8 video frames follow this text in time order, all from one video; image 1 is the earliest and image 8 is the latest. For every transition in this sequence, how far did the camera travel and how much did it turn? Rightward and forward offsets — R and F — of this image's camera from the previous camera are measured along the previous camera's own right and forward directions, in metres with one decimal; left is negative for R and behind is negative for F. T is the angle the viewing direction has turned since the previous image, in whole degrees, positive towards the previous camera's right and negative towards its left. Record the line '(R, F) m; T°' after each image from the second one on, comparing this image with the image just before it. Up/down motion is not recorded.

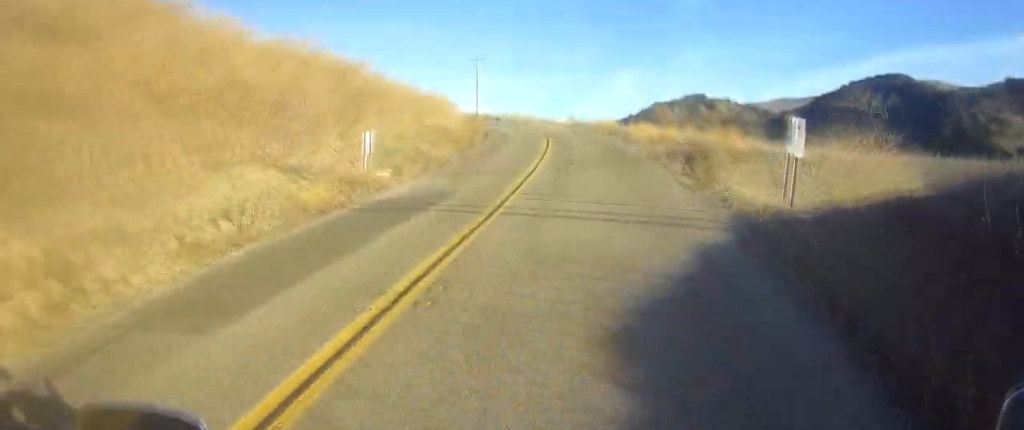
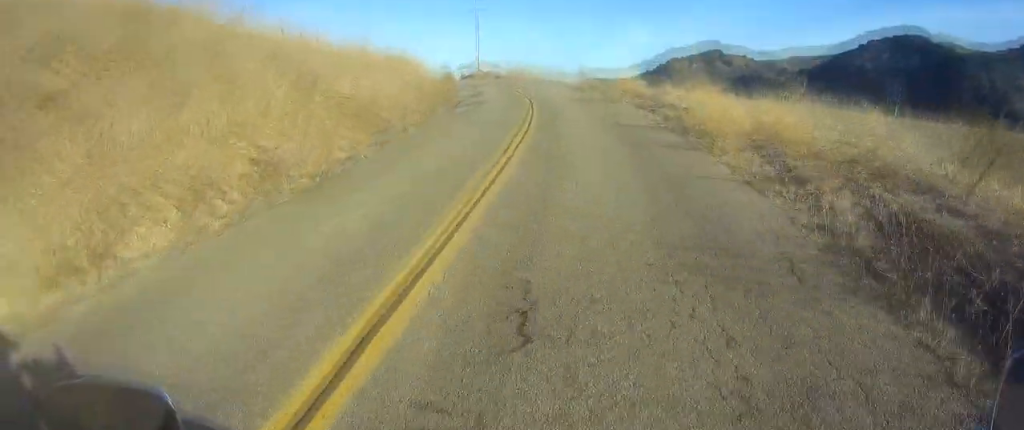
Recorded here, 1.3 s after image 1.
(0.0, +15.6) m; +1°
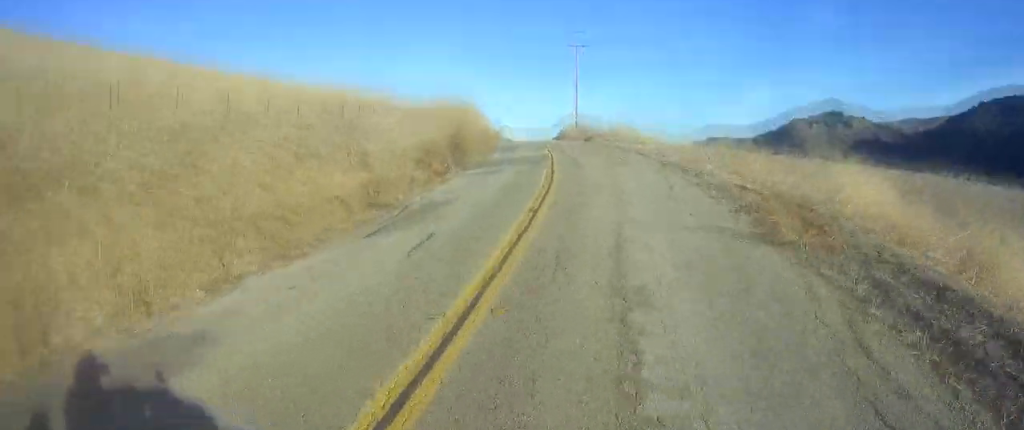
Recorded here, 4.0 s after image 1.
(-1.6, +29.6) m; -8°
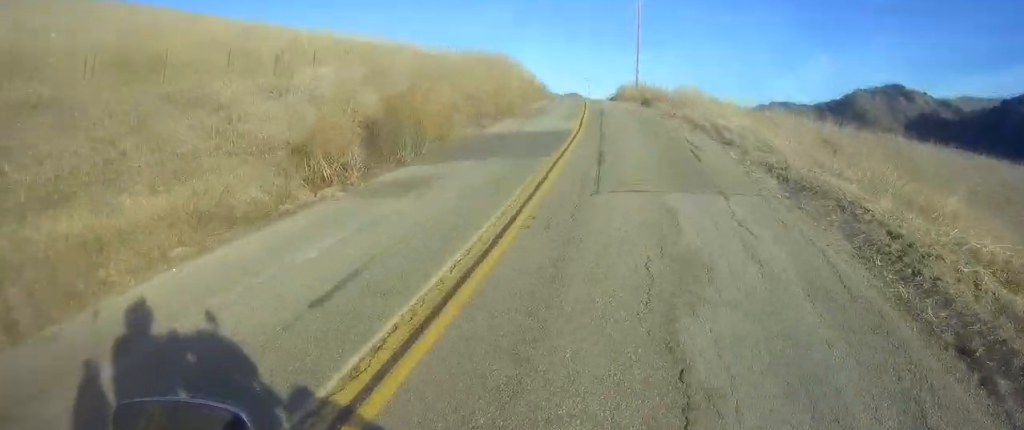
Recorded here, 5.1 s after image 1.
(-0.1, +14.1) m; -2°
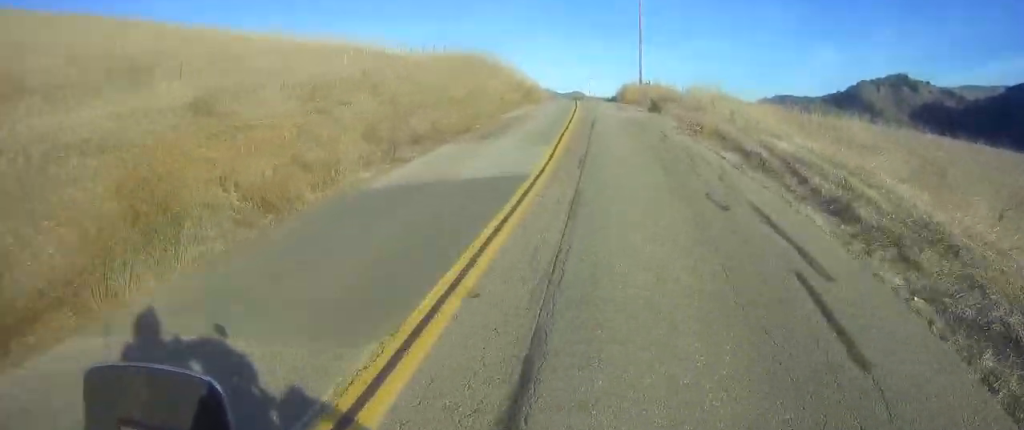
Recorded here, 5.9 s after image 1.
(-0.1, +10.0) m; -4°
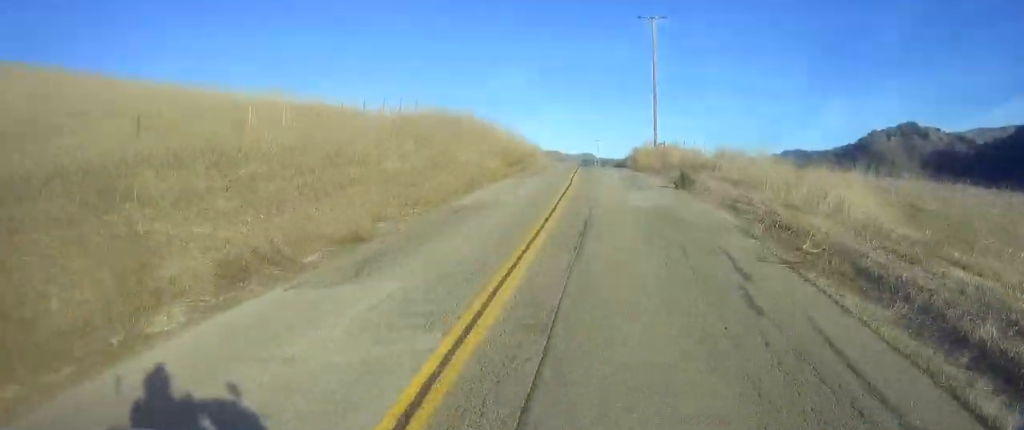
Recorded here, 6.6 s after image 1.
(-0.8, +10.2) m; -4°
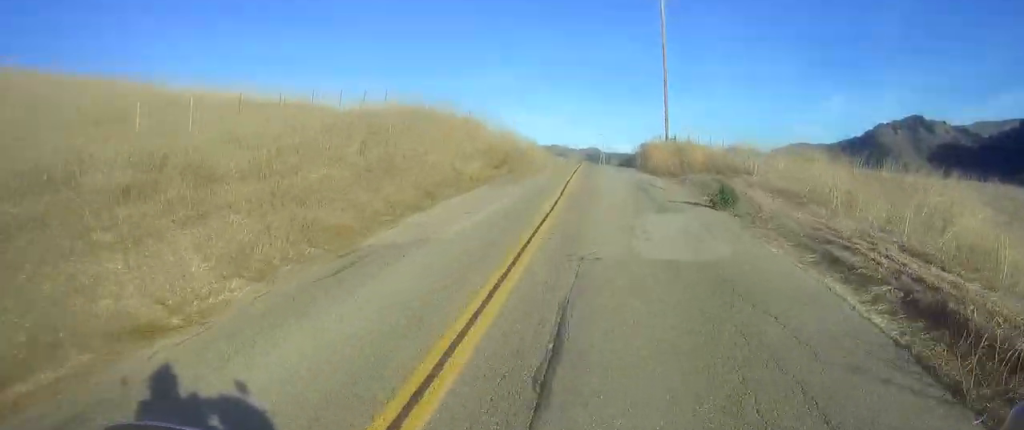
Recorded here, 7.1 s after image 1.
(0.0, +7.1) m; 0°
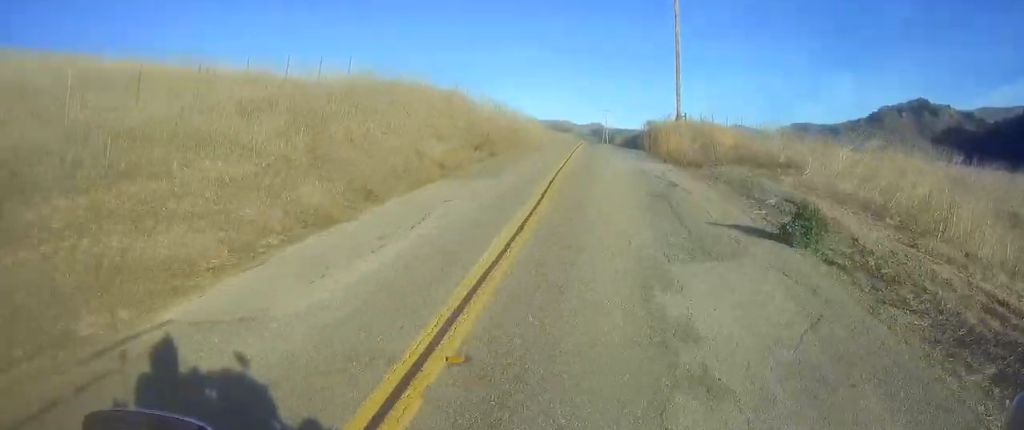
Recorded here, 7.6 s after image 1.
(0.0, +6.2) m; 0°
